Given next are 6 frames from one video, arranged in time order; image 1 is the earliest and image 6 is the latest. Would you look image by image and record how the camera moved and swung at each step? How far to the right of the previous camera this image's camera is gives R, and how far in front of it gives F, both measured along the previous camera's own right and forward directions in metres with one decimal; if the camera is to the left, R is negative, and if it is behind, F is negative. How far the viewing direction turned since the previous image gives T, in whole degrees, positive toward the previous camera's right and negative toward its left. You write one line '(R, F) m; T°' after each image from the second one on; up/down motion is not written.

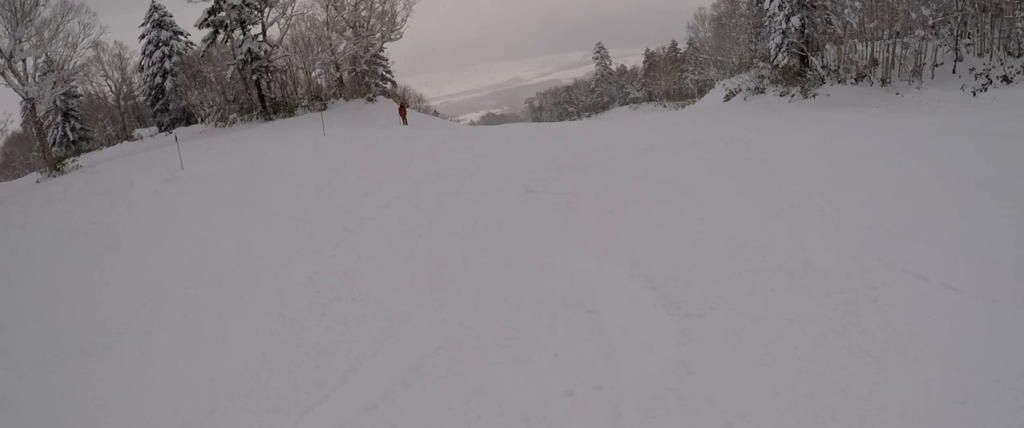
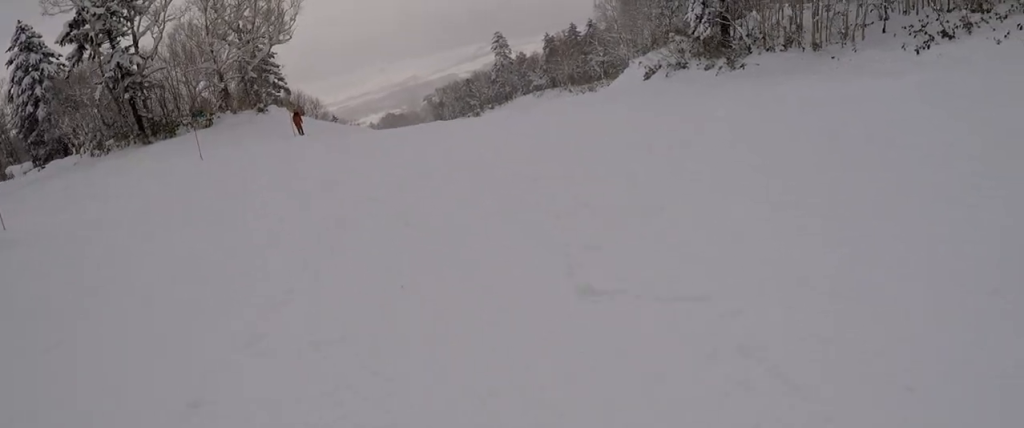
(+0.3, +4.5) m; +6°
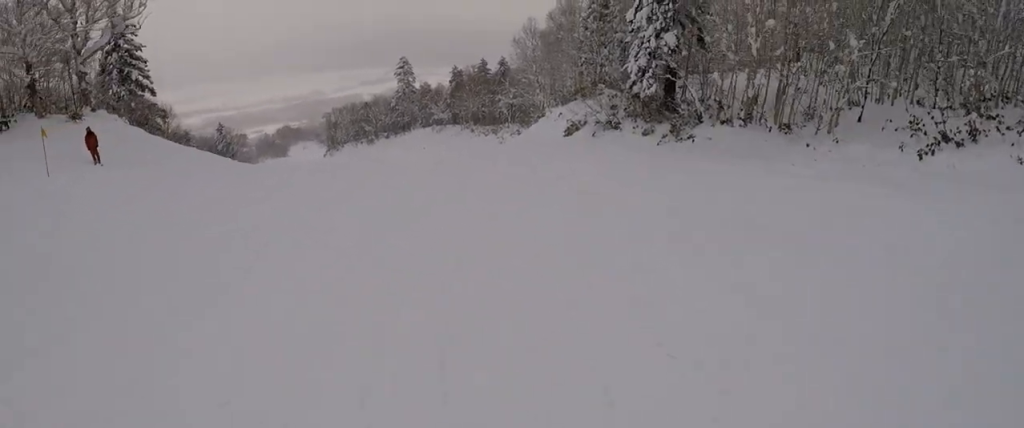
(+1.5, +10.9) m; +1°
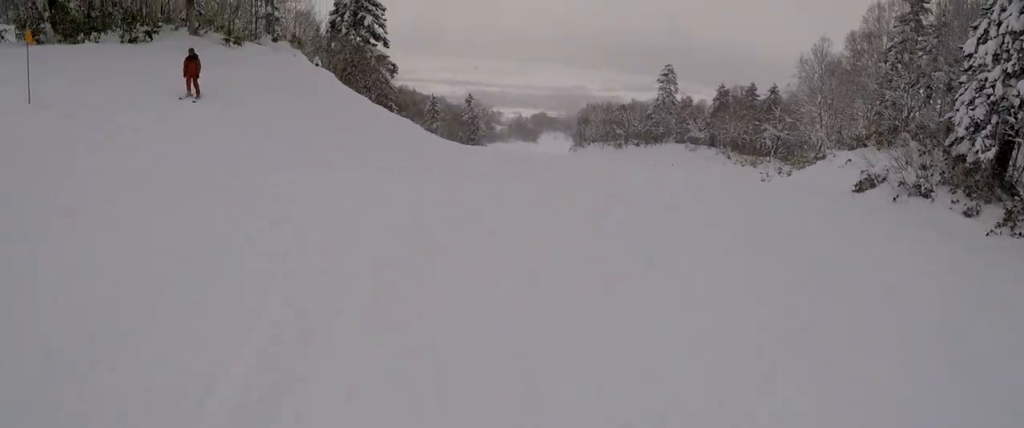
(-2.0, +10.1) m; -2°
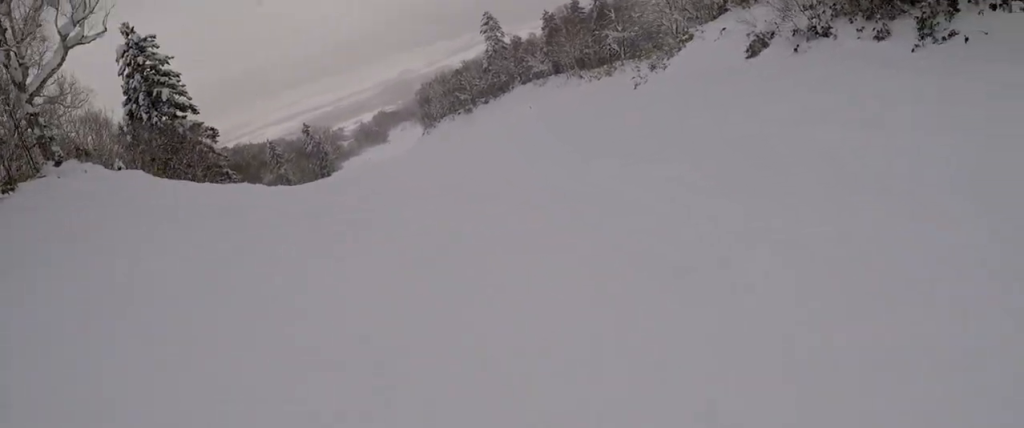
(+1.5, +5.2) m; +10°
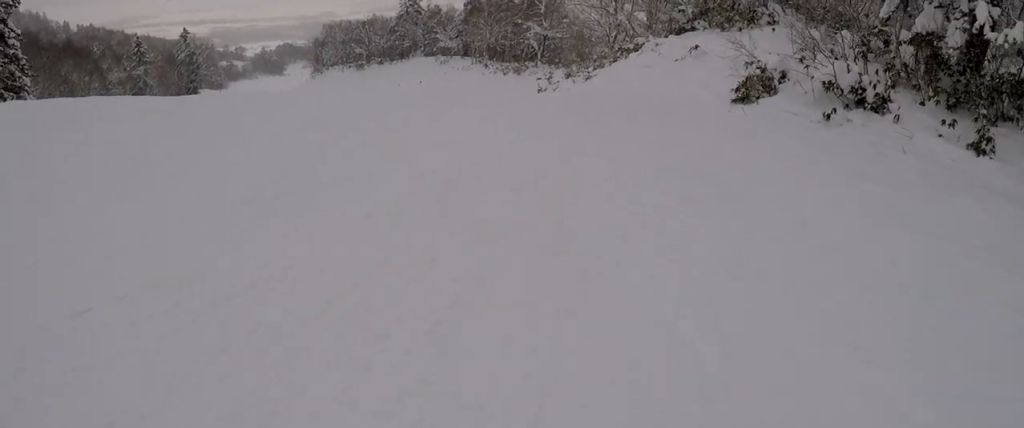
(+0.7, +13.6) m; -7°
